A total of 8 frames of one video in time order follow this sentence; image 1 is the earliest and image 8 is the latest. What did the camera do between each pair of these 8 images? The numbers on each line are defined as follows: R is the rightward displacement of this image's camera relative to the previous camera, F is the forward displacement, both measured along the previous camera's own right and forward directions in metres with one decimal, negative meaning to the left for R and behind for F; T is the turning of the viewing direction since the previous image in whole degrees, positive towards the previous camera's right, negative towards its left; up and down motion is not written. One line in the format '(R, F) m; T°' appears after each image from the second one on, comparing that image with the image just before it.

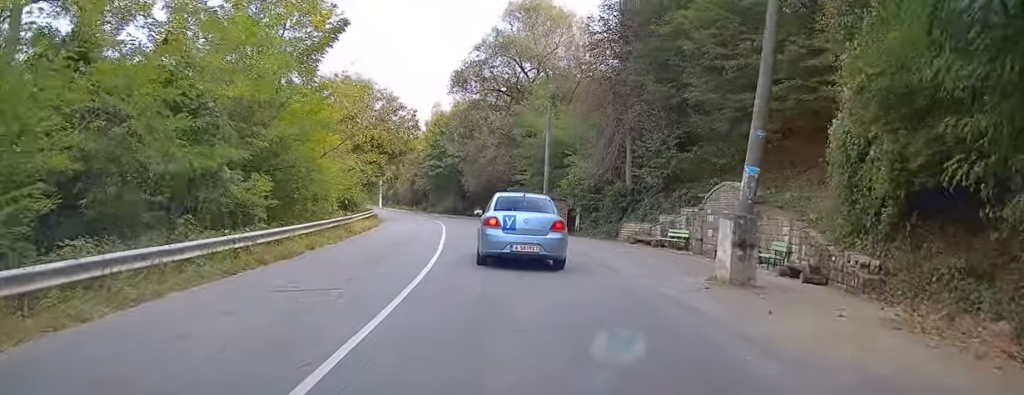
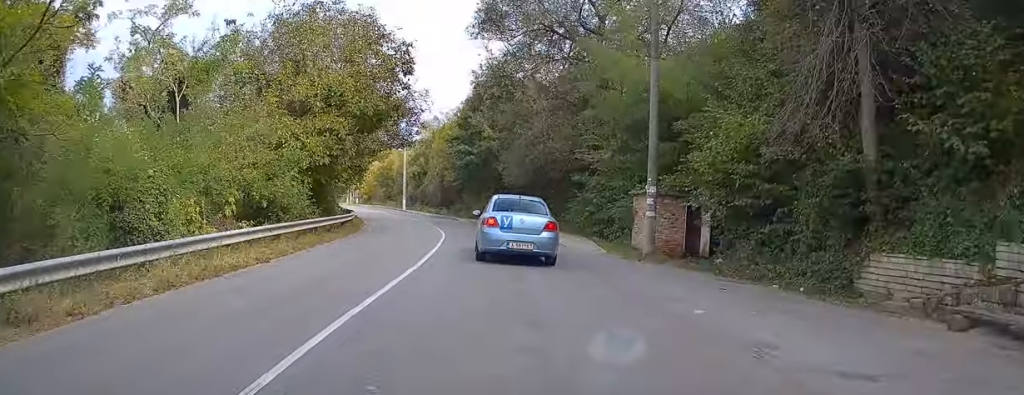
(-1.1, +20.3) m; -6°
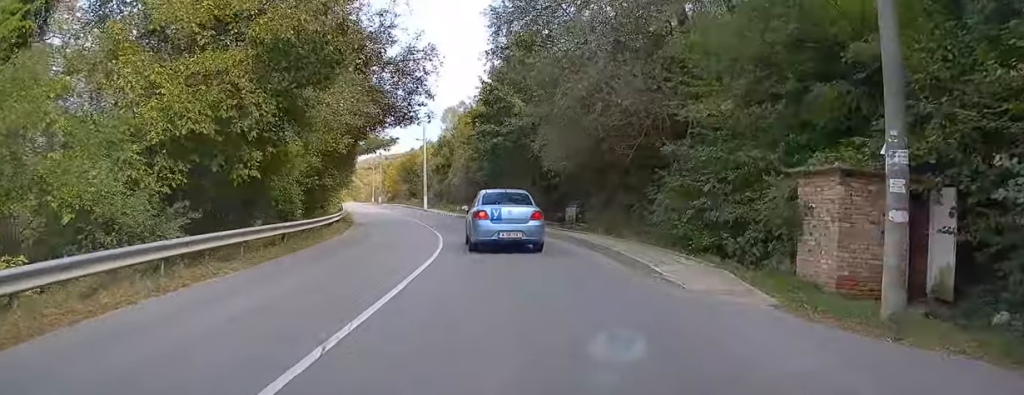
(-0.4, +11.9) m; -1°
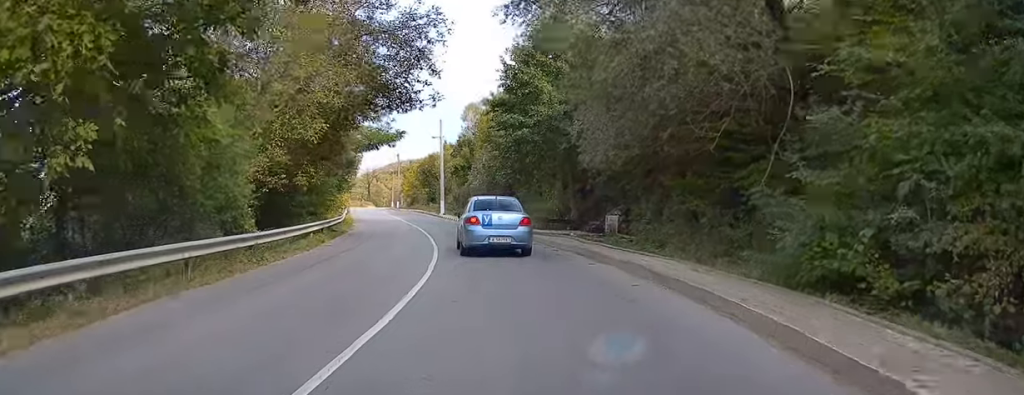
(+0.1, +7.2) m; -2°
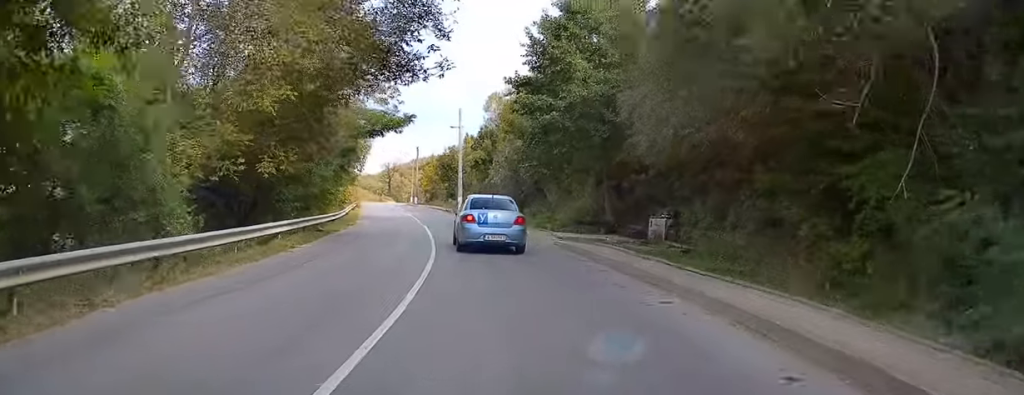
(+0.2, +5.4) m; -2°
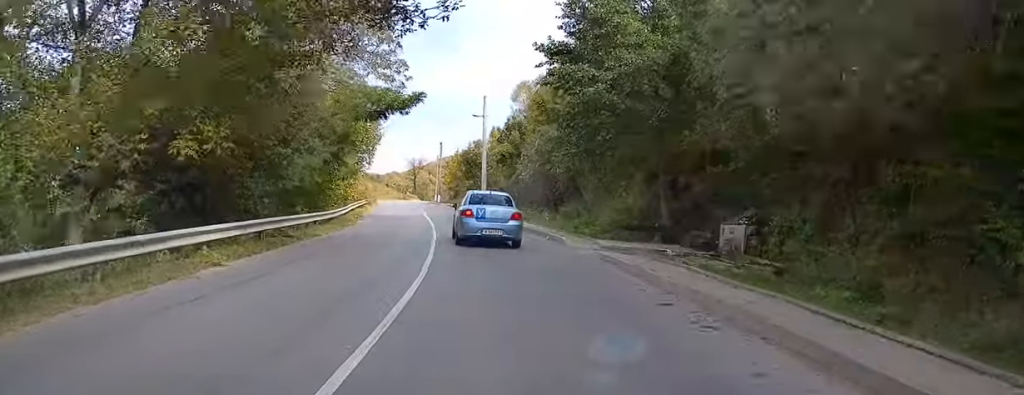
(-0.5, +6.3) m; -3°
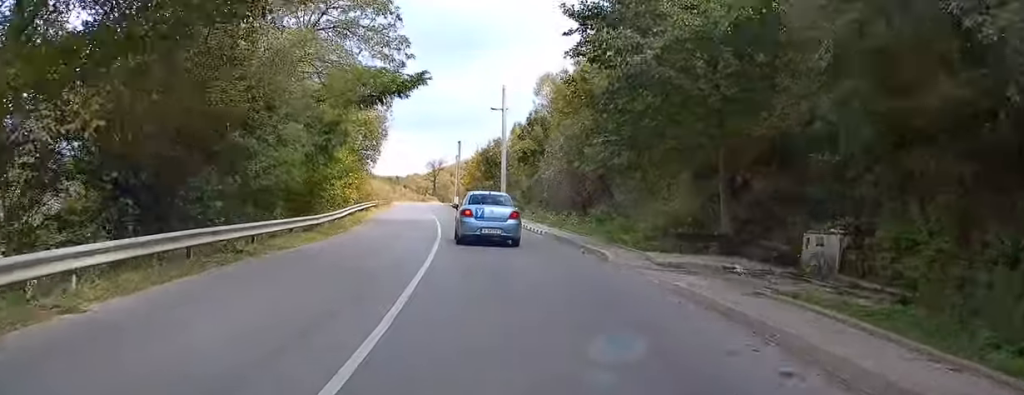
(-0.1, +4.8) m; -2°
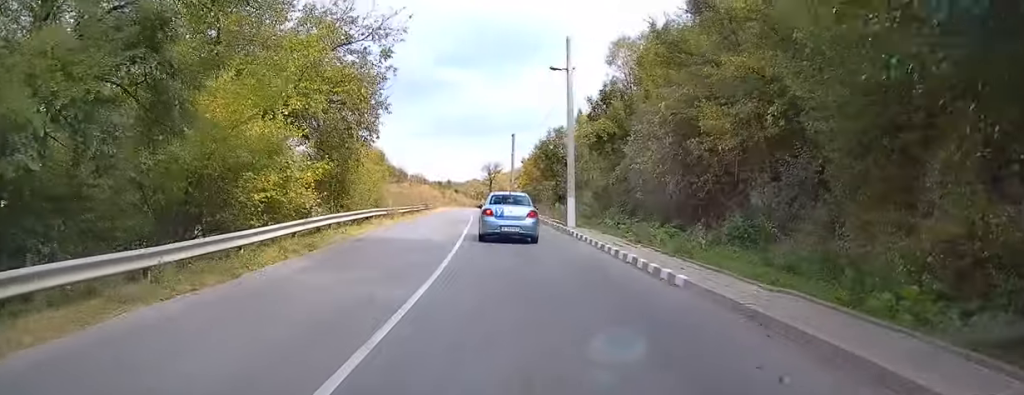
(-0.3, +14.5) m; -3°
